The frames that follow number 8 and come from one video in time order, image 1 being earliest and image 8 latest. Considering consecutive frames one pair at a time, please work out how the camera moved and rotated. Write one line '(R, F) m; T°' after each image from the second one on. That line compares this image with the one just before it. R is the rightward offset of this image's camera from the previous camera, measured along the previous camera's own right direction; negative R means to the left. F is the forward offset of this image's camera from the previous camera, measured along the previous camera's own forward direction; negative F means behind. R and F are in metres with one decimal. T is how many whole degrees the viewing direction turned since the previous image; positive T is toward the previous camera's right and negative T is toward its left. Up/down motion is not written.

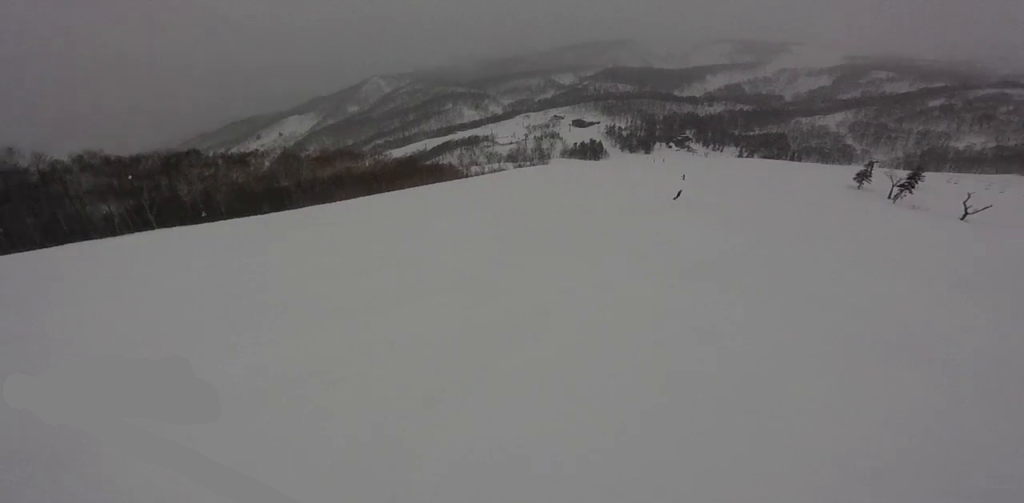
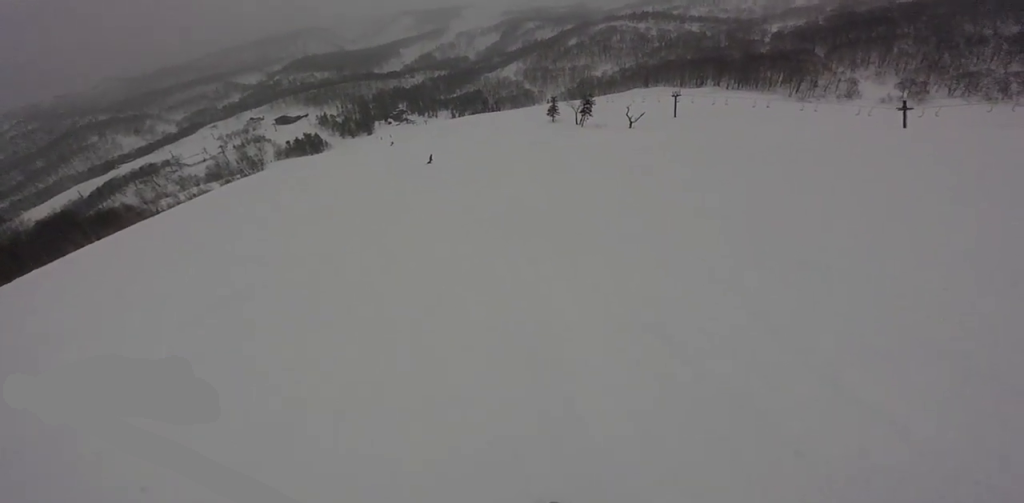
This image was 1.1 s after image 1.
(+0.5, +4.7) m; +19°
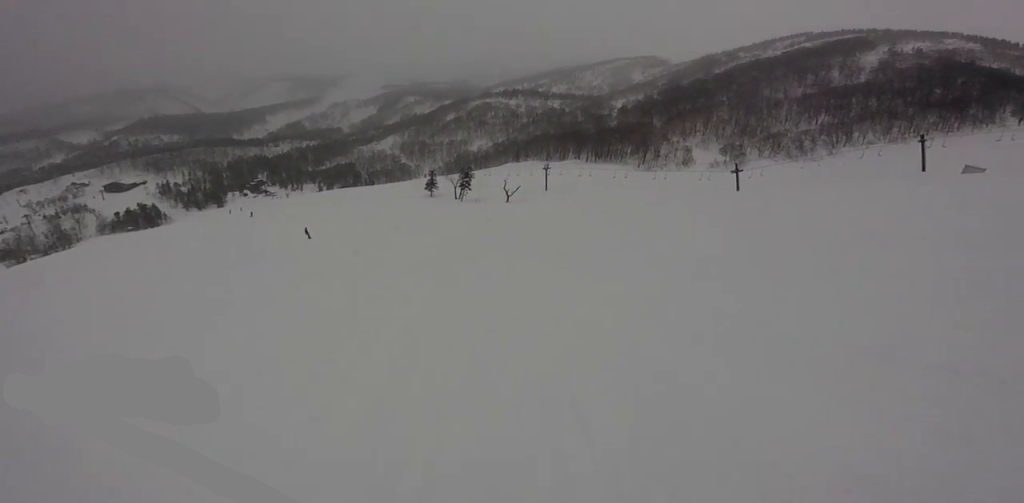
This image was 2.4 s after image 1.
(+1.1, +4.7) m; +49°
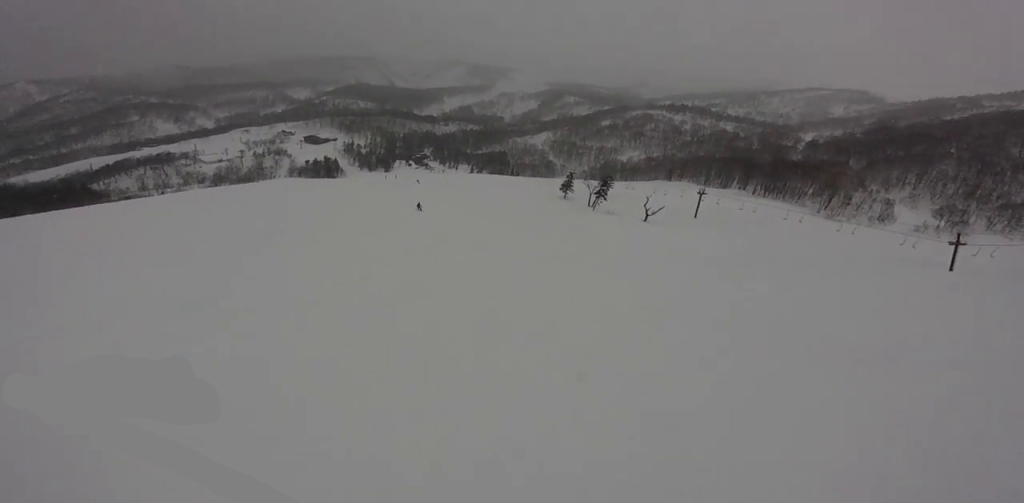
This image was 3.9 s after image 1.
(+2.3, +6.2) m; +4°
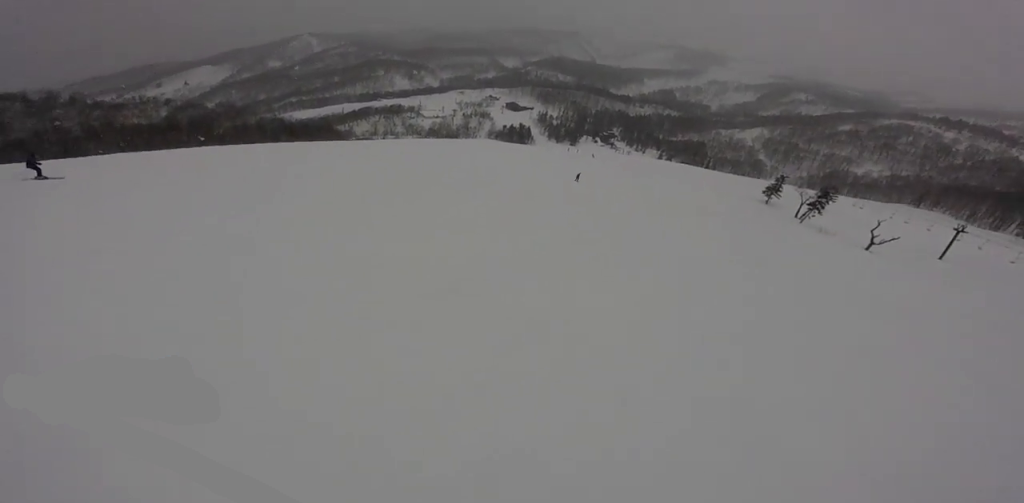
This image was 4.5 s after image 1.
(-0.1, +2.6) m; -17°
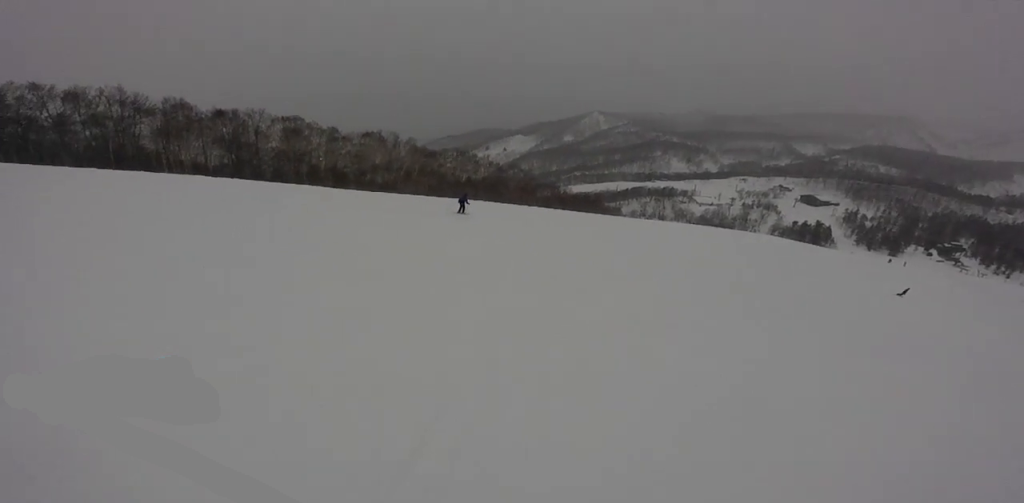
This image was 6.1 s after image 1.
(-3.6, +6.2) m; -54°
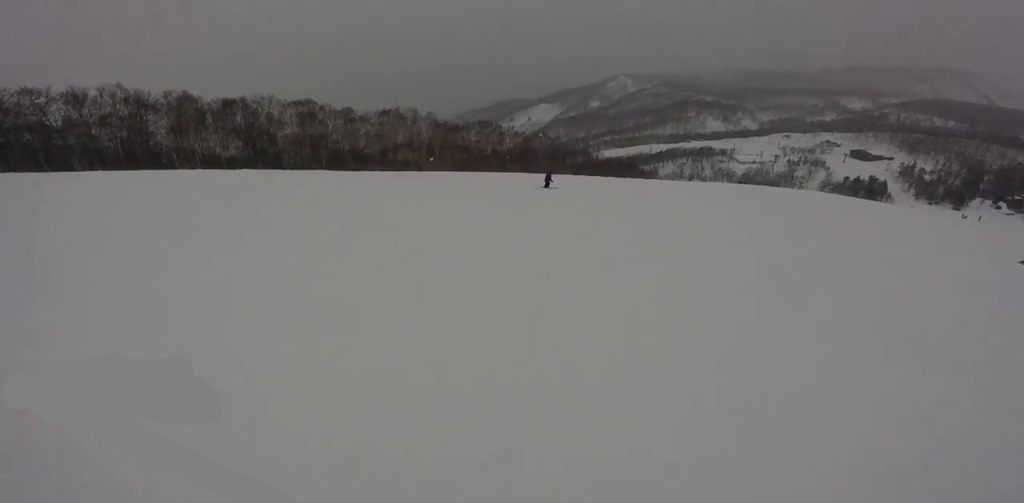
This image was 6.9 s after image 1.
(-0.9, +3.9) m; 0°
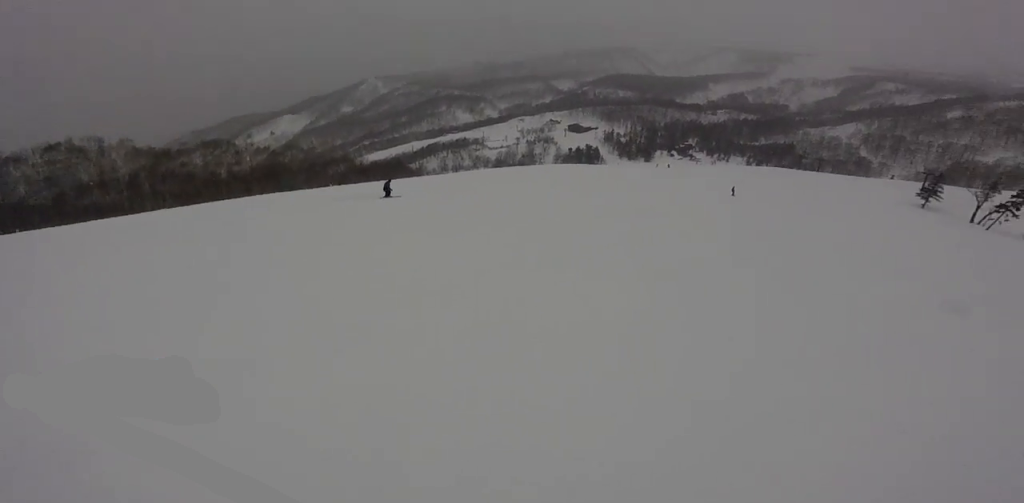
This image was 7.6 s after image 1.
(-0.5, +3.2) m; +14°
